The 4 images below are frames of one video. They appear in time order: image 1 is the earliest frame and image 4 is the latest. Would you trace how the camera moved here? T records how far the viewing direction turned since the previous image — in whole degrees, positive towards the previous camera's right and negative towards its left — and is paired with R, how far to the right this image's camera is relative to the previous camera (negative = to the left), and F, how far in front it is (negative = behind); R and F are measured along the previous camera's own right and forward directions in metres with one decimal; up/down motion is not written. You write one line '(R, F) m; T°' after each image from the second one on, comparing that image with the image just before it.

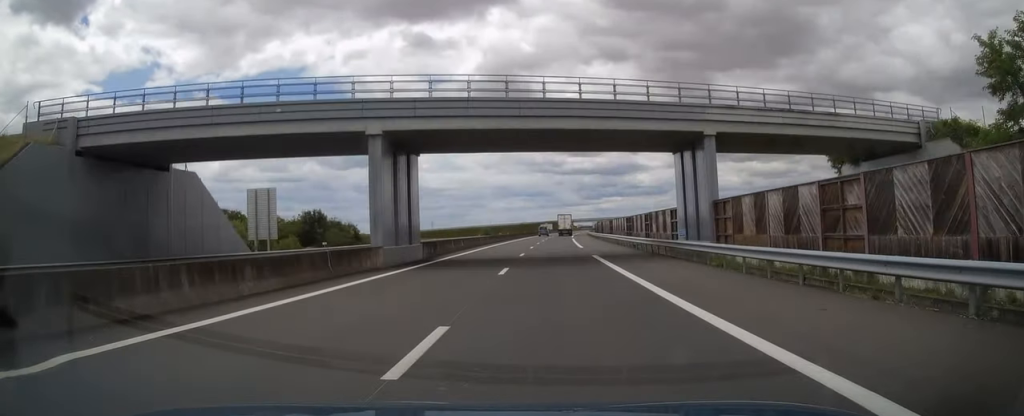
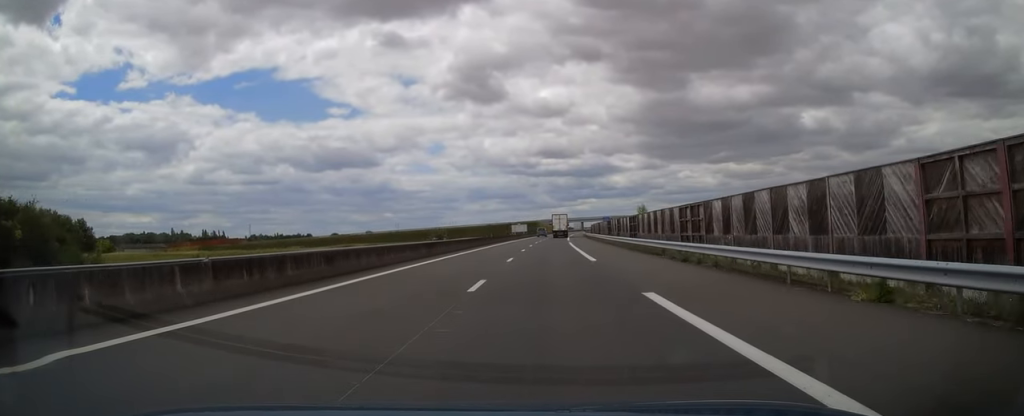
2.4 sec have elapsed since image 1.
(+2.6, +69.6) m; +4°
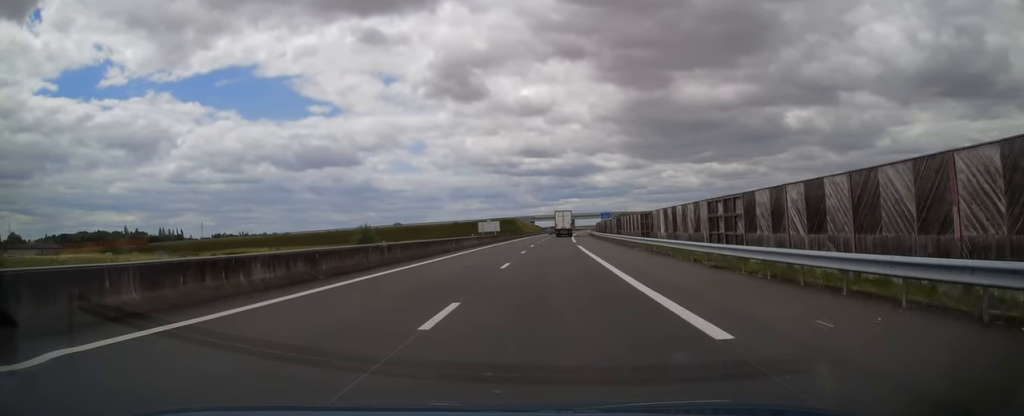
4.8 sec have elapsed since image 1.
(+0.6, +70.1) m; +1°
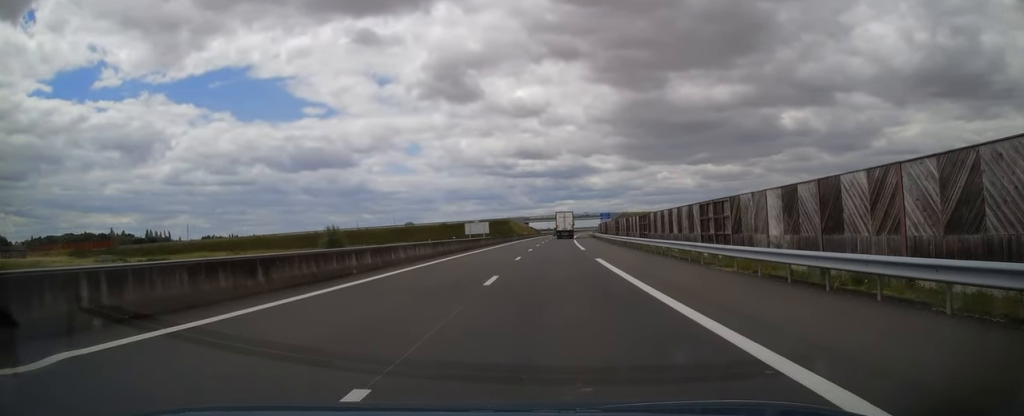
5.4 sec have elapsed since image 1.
(0.0, +19.0) m; +1°
